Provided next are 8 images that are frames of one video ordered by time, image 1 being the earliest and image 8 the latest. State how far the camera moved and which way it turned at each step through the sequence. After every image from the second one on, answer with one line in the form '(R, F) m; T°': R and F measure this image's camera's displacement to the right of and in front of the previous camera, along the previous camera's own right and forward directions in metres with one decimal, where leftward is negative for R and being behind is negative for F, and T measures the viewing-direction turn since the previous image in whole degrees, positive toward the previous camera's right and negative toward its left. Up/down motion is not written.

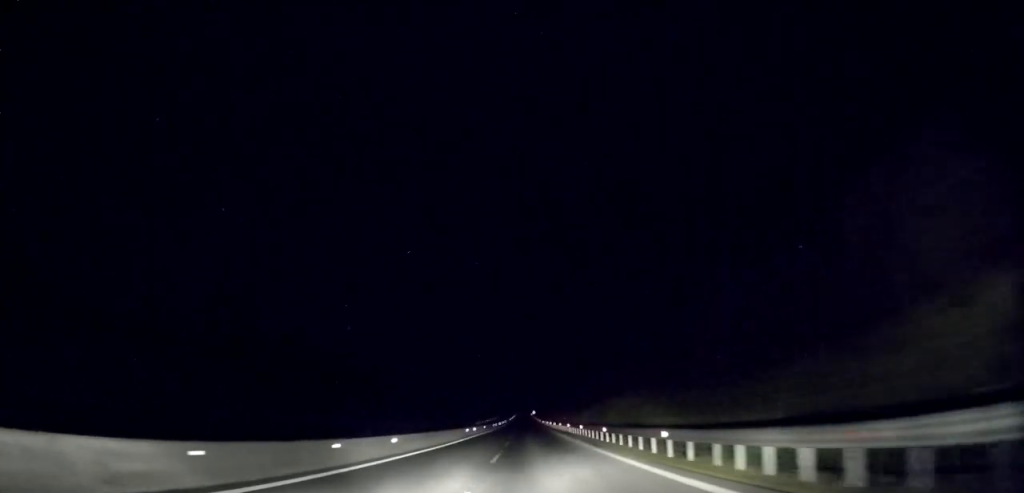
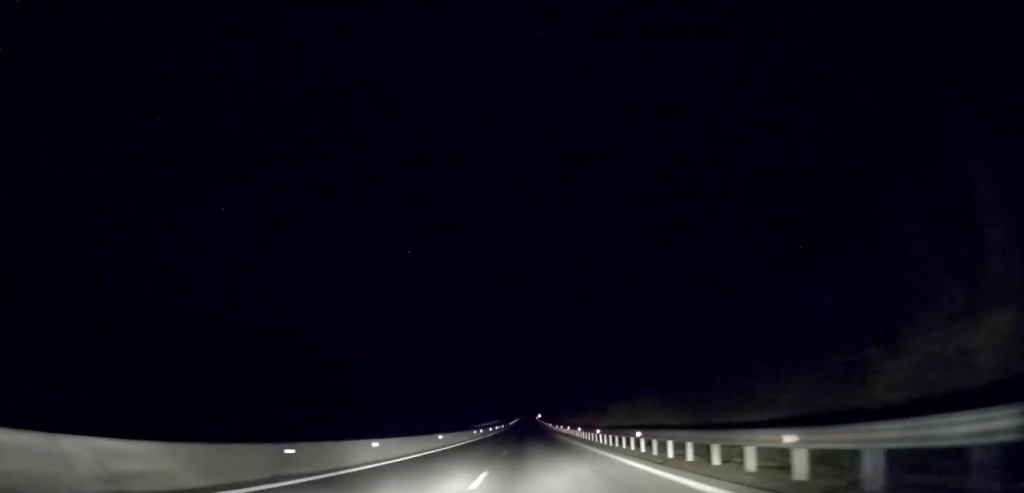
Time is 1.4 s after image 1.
(0.0, +43.7) m; 0°
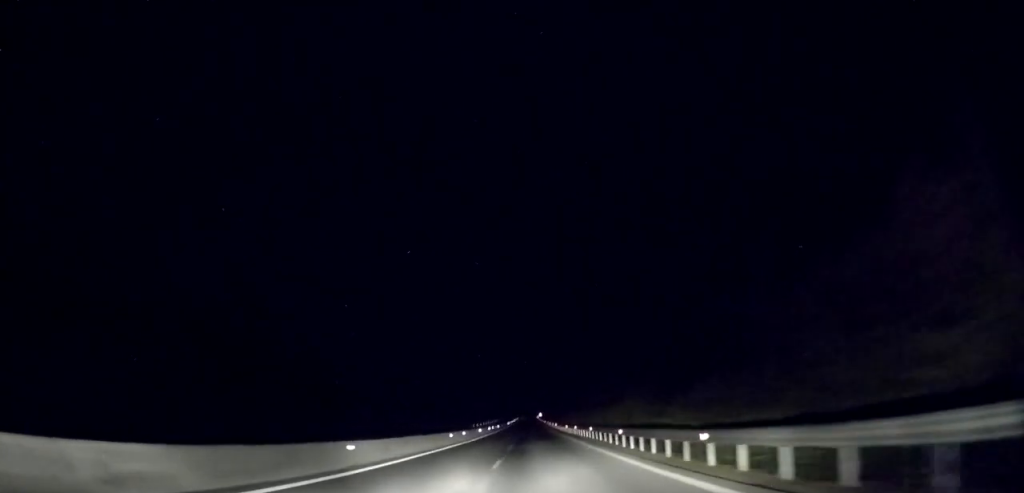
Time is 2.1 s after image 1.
(0.0, +19.3) m; 0°
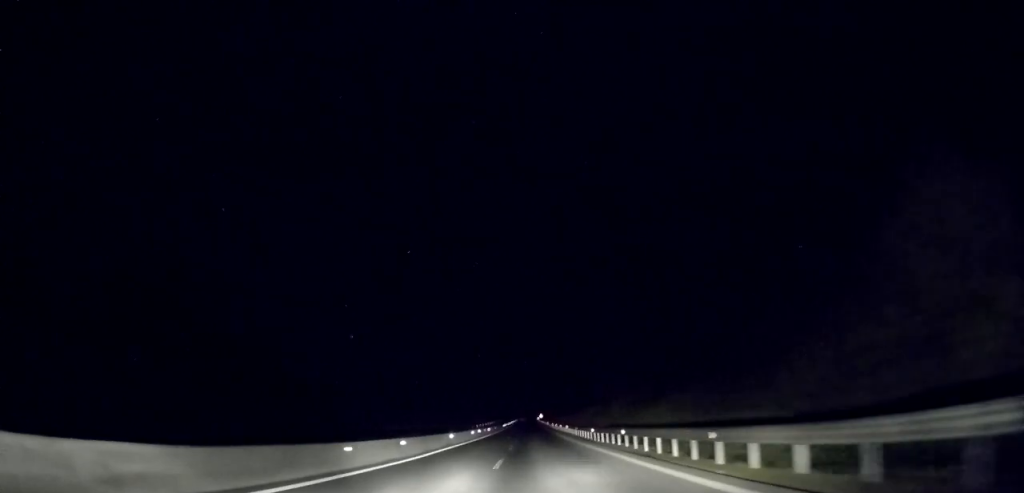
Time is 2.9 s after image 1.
(0.0, +24.4) m; 0°
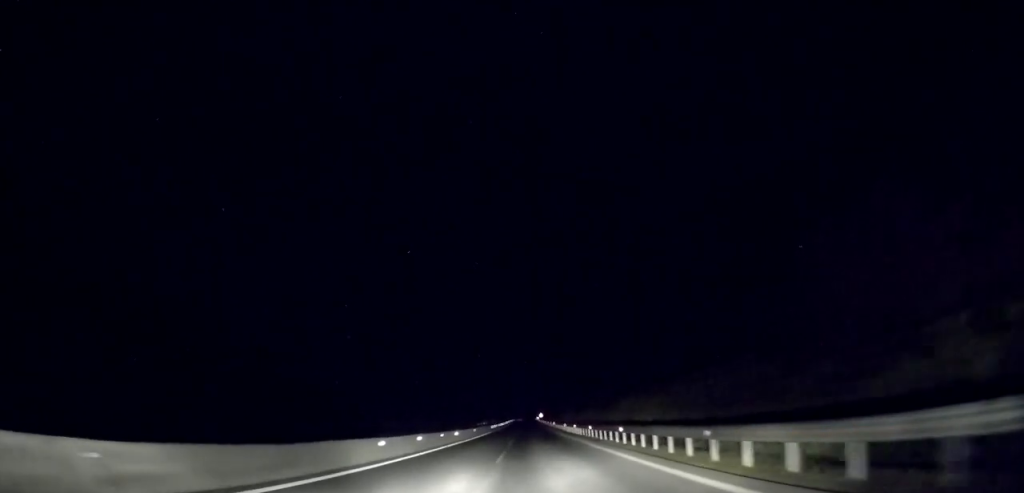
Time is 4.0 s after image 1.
(+0.1, +35.8) m; 0°
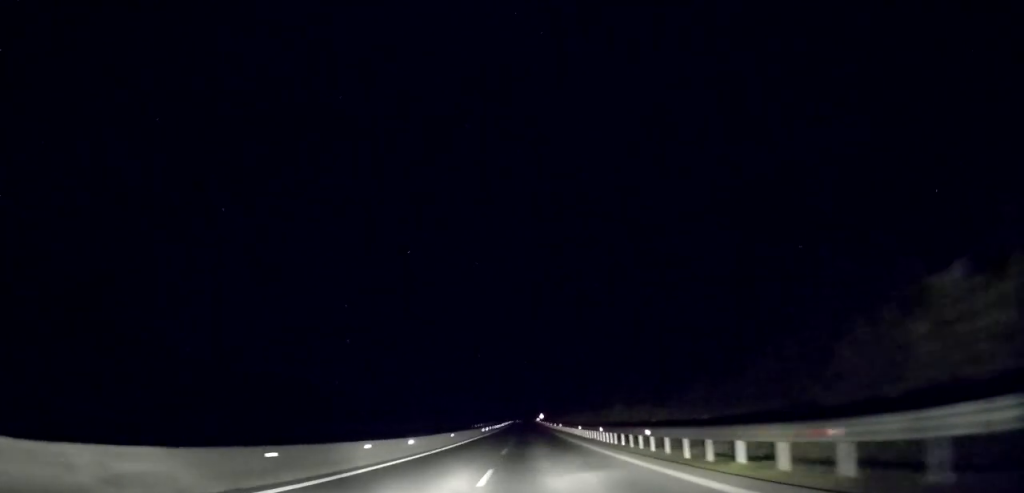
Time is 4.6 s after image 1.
(+0.2, +17.6) m; 0°
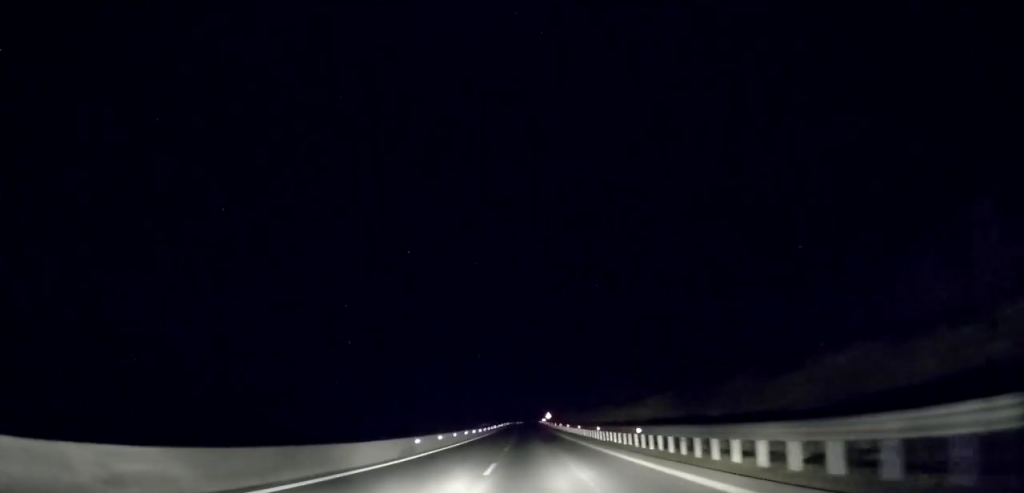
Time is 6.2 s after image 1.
(-0.4, +45.5) m; 0°
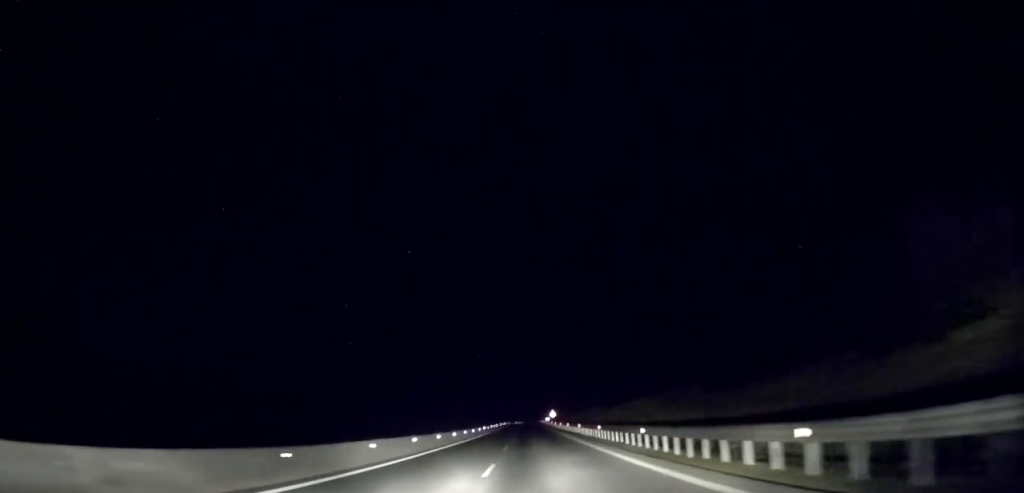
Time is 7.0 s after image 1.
(+0.4, +24.2) m; 0°
